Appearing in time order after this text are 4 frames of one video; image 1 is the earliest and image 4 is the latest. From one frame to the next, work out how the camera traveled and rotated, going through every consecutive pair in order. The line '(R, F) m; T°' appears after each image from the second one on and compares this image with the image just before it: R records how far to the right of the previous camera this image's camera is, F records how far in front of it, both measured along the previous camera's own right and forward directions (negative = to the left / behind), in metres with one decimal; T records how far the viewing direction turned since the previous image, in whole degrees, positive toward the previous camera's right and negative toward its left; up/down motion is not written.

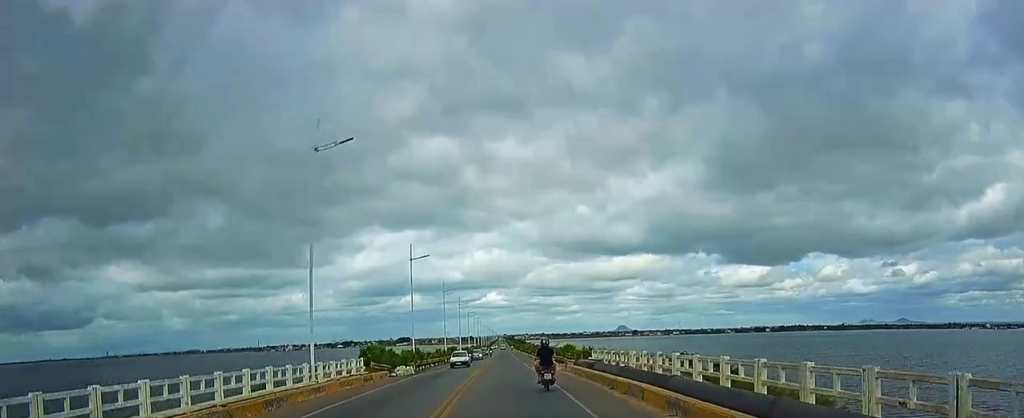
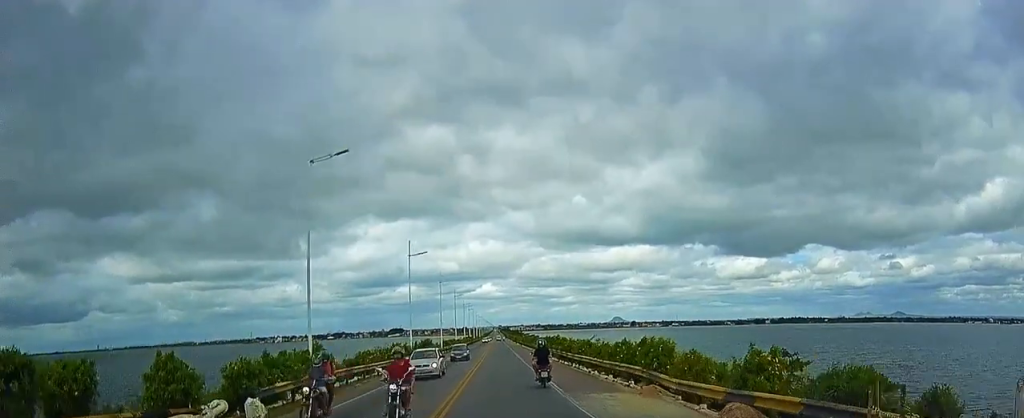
(-0.3, +29.4) m; +1°
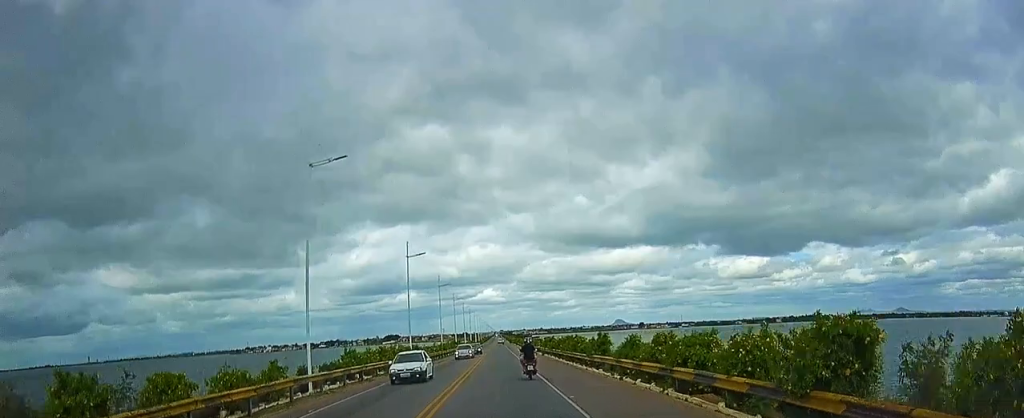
(-0.1, +58.9) m; 0°
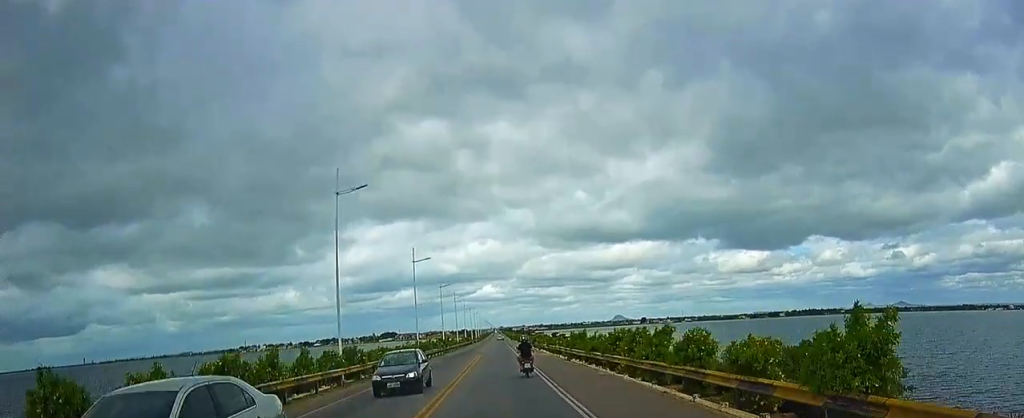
(+0.9, +23.7) m; +1°
